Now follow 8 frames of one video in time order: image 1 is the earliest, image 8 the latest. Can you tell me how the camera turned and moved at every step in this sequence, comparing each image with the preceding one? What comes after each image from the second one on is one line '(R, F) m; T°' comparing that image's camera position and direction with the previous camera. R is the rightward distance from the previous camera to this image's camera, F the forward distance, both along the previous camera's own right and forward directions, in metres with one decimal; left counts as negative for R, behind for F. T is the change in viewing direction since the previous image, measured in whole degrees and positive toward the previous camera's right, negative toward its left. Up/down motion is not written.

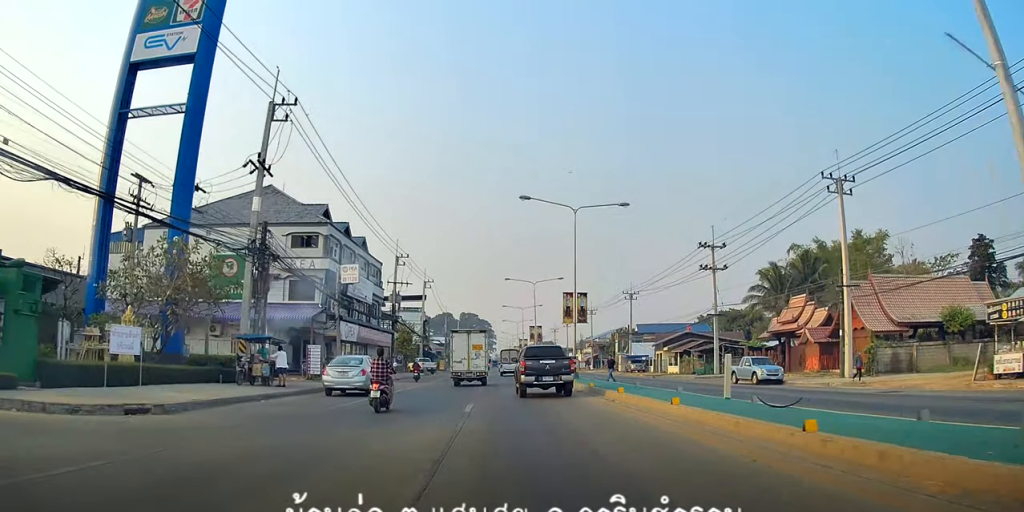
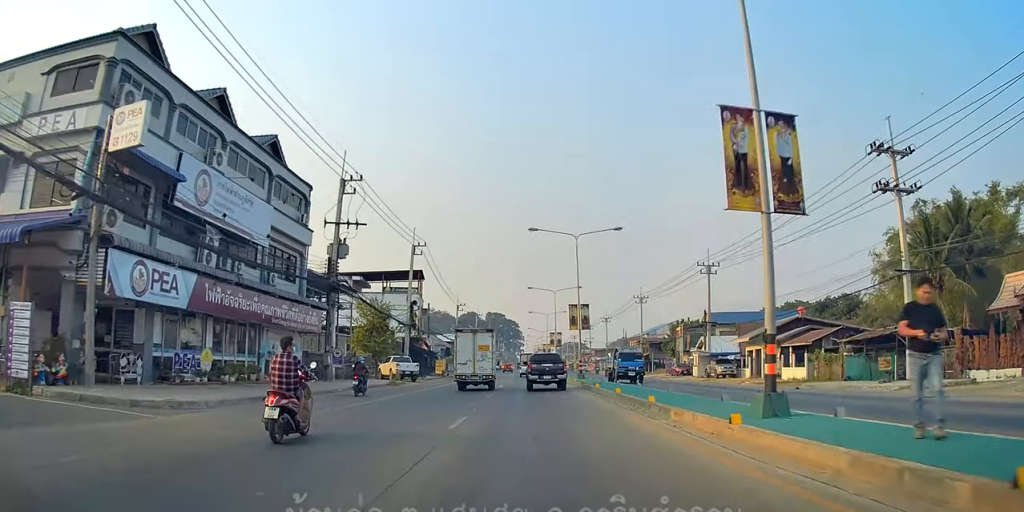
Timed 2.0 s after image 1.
(-0.2, +26.4) m; -1°
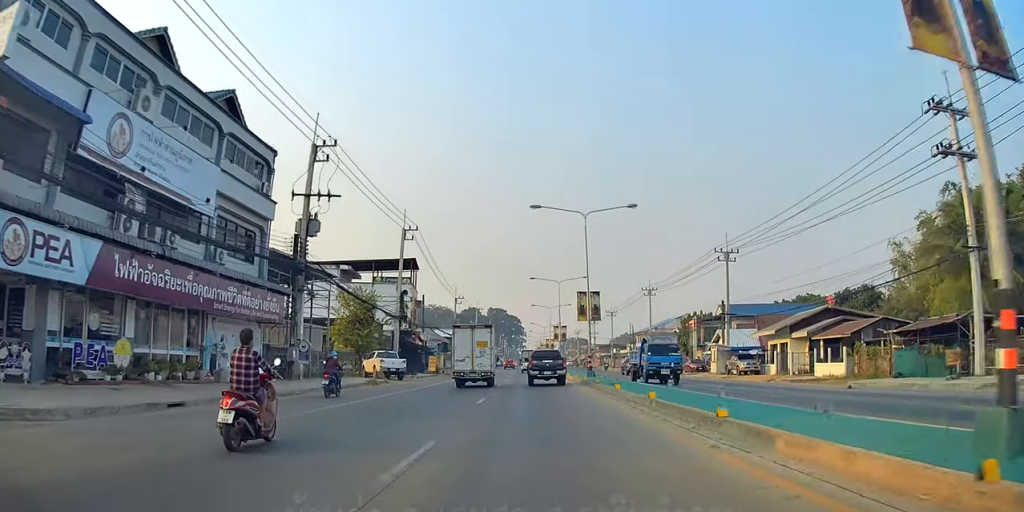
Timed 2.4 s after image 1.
(0.0, +5.6) m; 0°
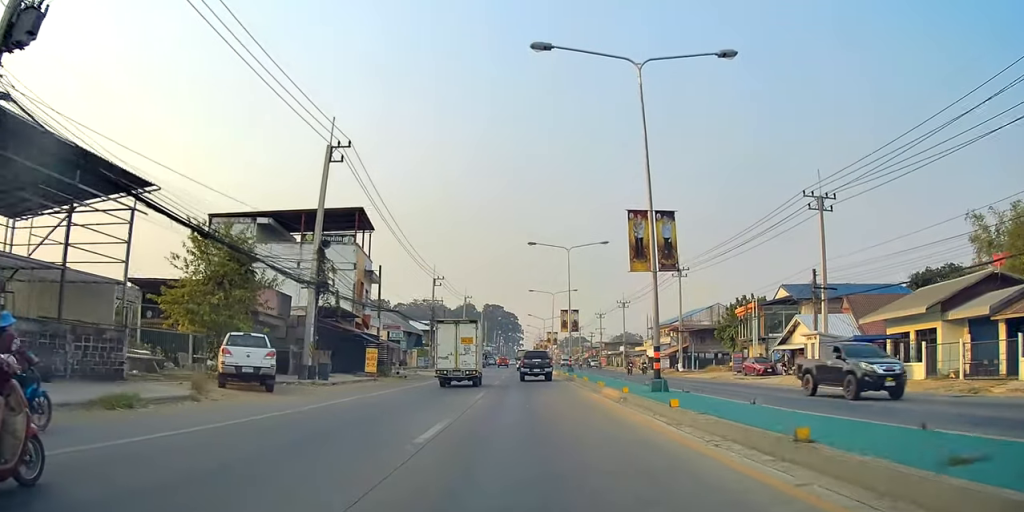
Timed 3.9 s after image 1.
(-0.1, +20.3) m; -1°
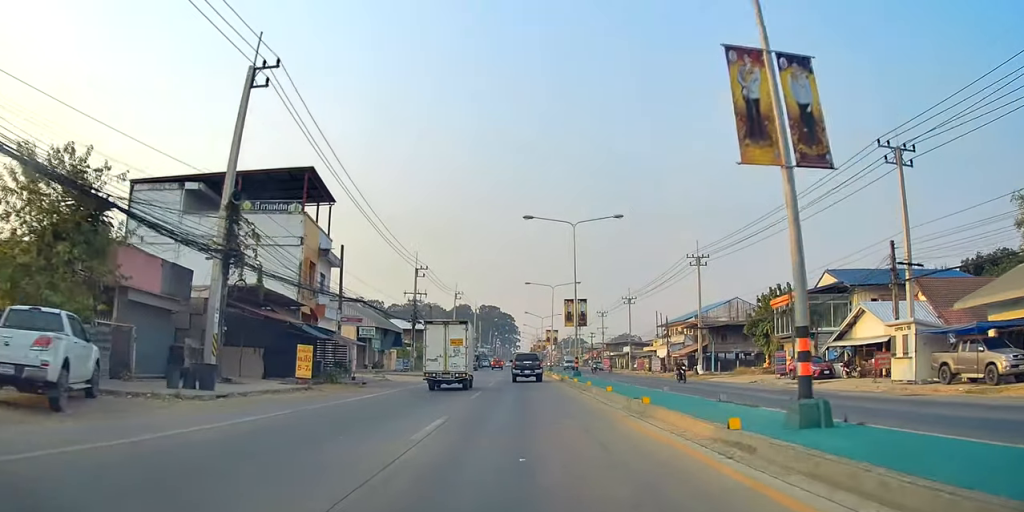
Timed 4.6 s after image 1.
(0.0, +9.7) m; +1°
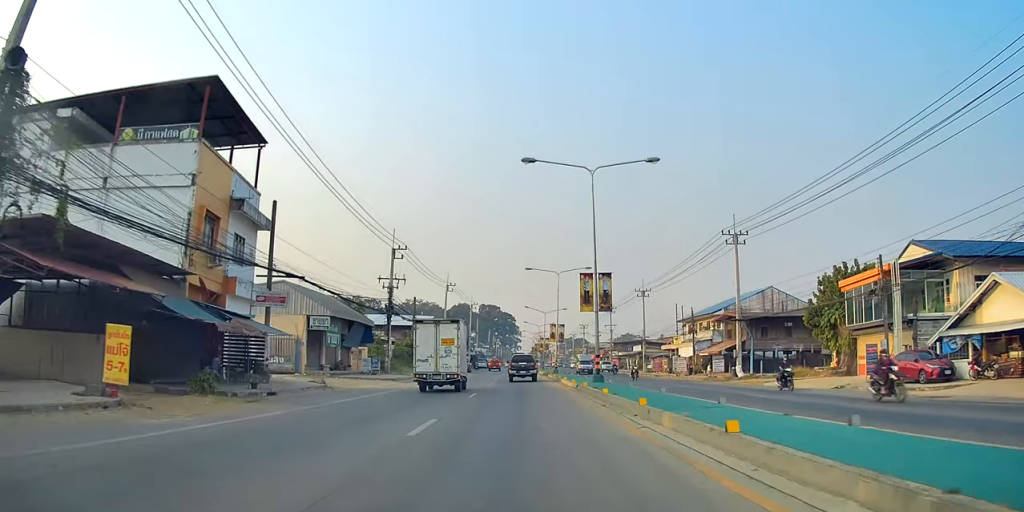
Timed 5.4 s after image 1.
(0.0, +12.0) m; +2°
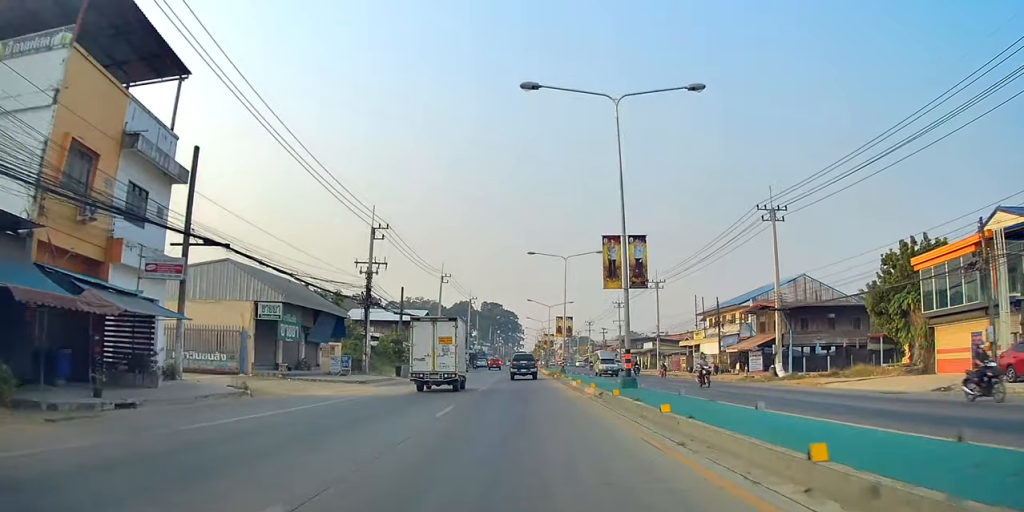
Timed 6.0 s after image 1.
(+0.4, +8.4) m; 0°
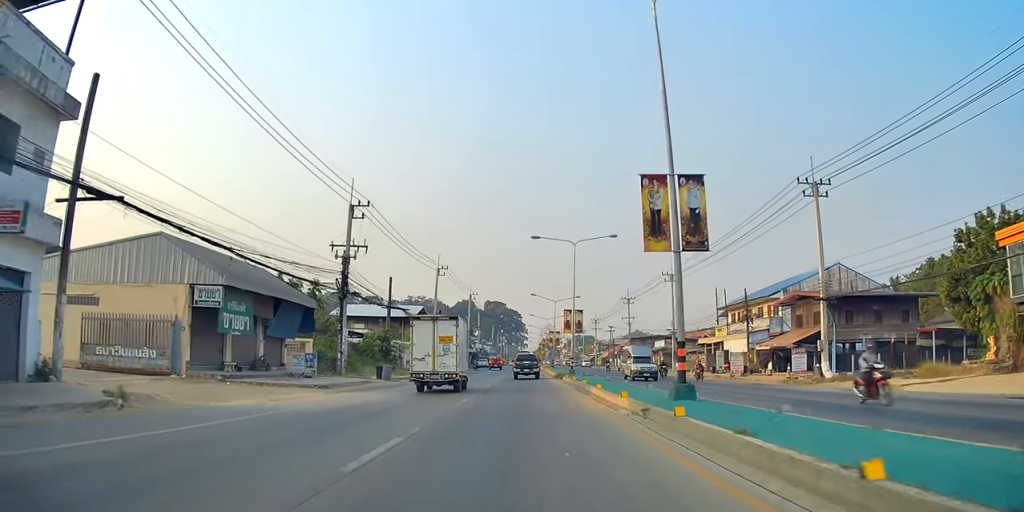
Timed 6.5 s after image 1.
(+0.2, +6.9) m; -1°
